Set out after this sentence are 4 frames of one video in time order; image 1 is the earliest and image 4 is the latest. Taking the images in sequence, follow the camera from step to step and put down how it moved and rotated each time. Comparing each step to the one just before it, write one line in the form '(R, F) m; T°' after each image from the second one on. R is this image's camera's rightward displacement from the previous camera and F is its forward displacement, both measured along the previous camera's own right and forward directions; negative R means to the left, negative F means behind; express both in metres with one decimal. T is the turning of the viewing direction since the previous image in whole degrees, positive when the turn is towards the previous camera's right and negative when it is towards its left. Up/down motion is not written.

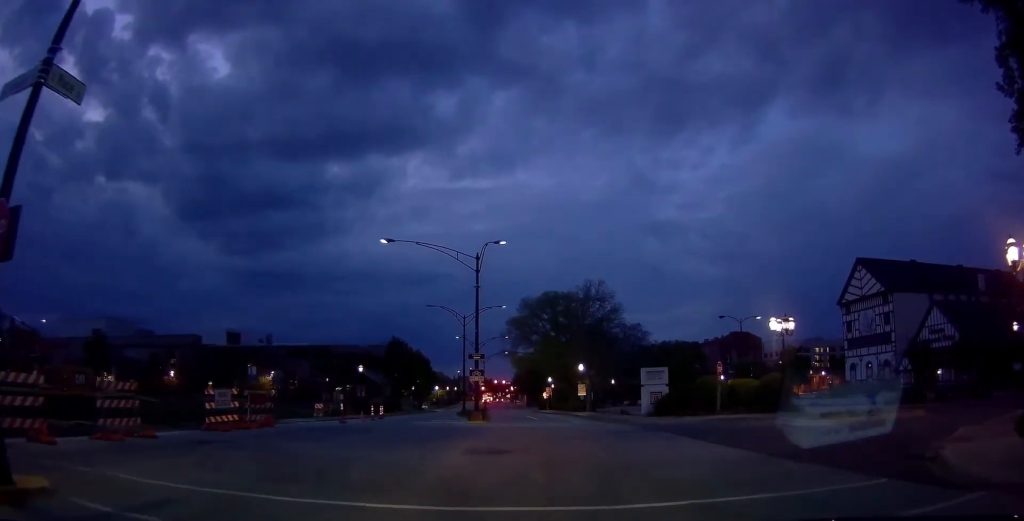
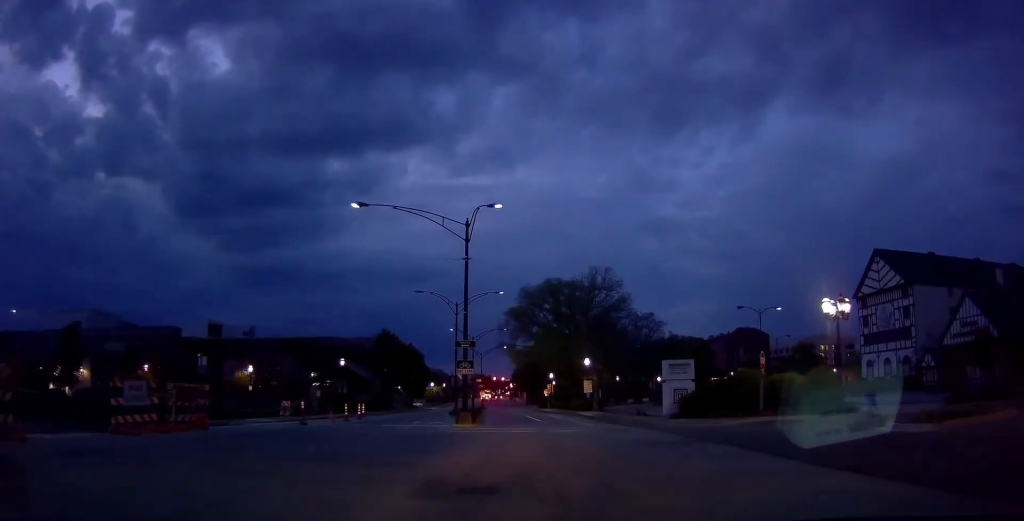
(0.0, +4.8) m; 0°
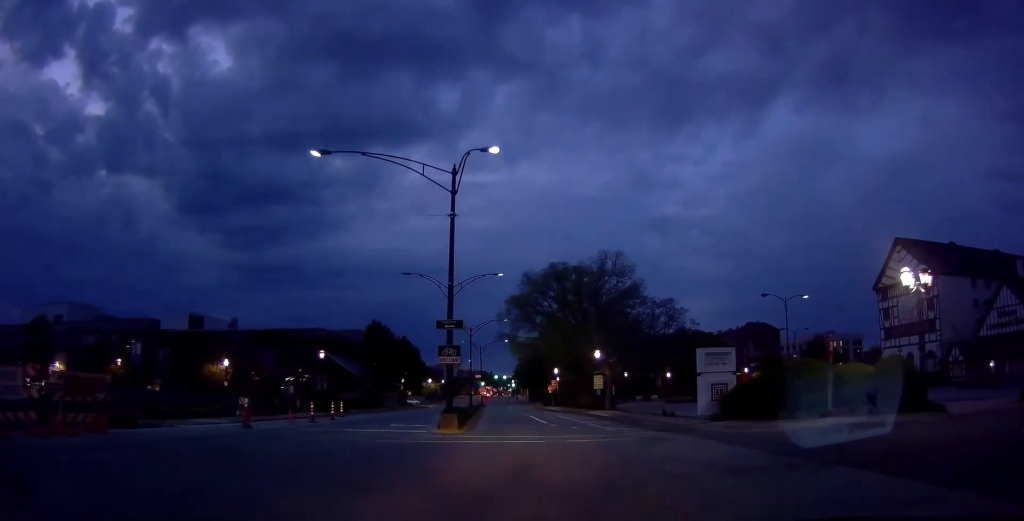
(0.0, +5.3) m; 0°
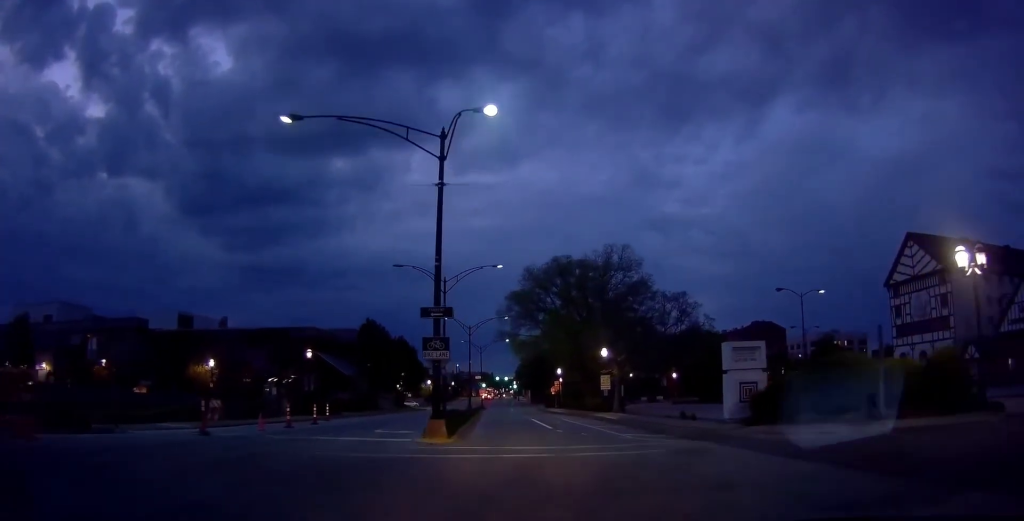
(0.0, +2.9) m; 0°
